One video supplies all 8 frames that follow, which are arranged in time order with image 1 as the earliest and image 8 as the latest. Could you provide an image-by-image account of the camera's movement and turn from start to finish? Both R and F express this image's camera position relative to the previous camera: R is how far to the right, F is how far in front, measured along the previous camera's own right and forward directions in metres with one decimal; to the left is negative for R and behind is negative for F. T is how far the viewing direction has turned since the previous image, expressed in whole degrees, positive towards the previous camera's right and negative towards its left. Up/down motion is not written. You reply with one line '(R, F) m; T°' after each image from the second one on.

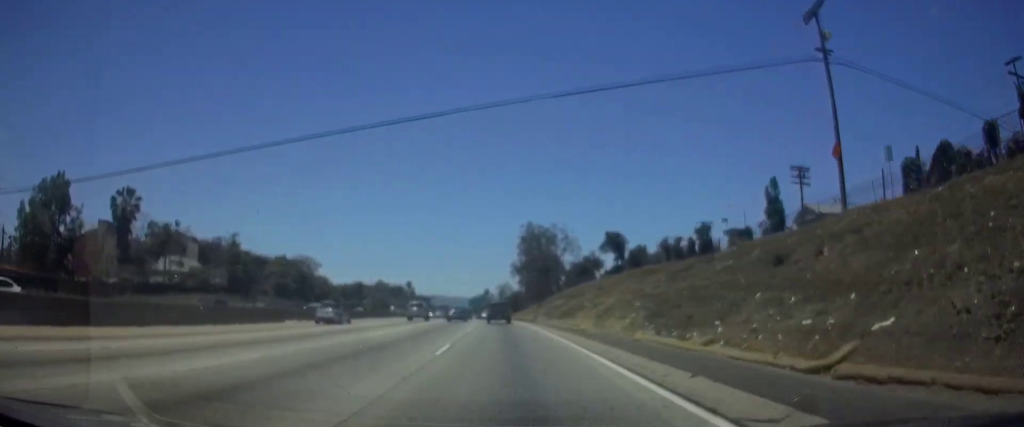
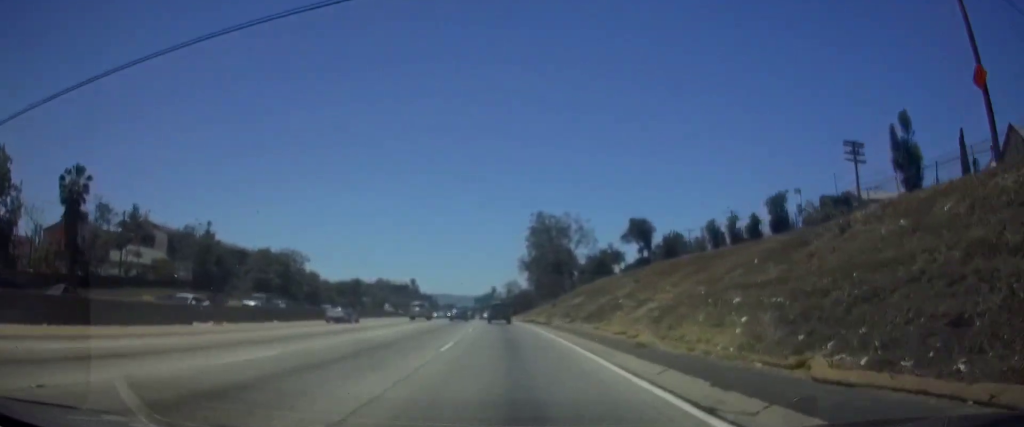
(-0.1, +13.3) m; -1°
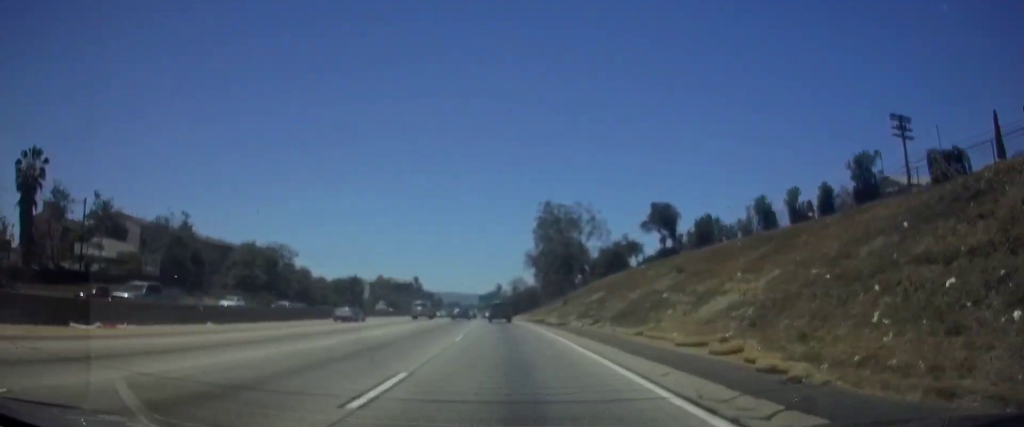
(0.0, +9.8) m; -1°
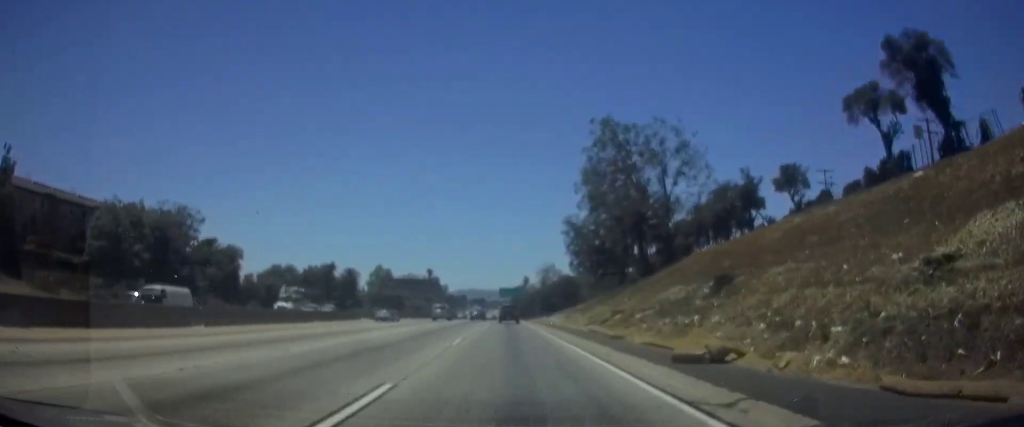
(-1.0, +45.3) m; -2°
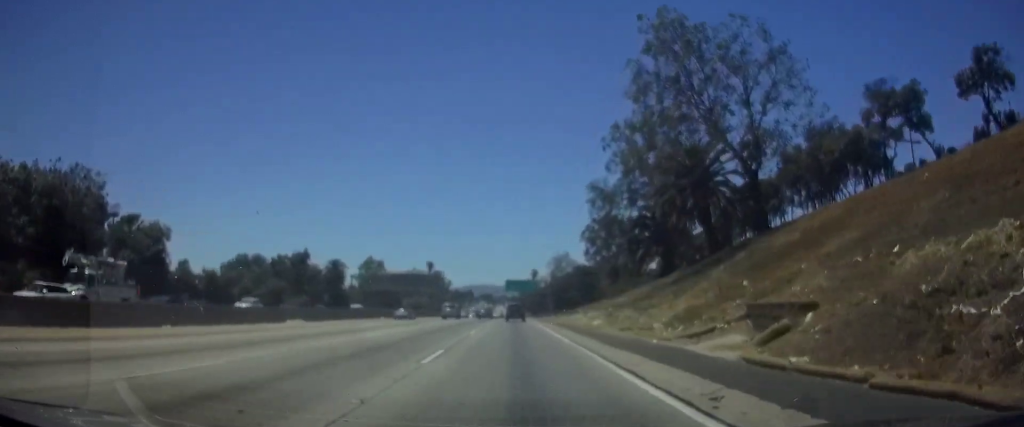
(-0.2, +22.2) m; -1°
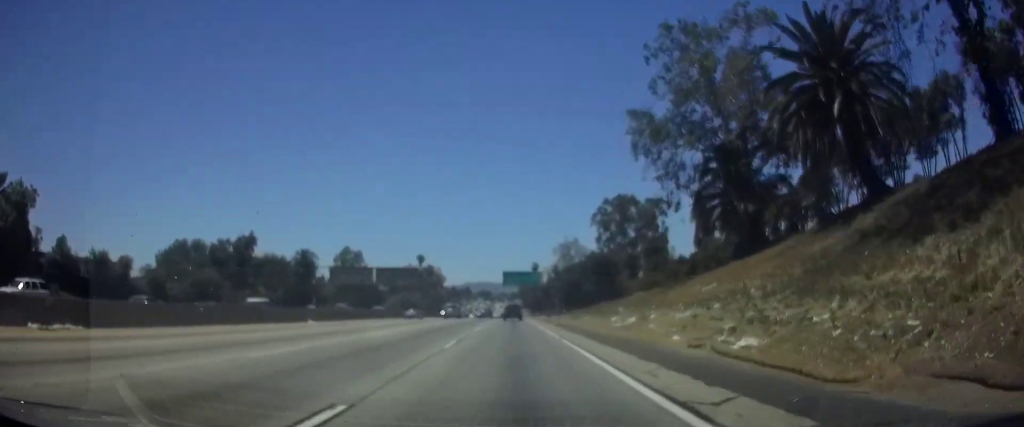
(0.0, +24.2) m; 0°
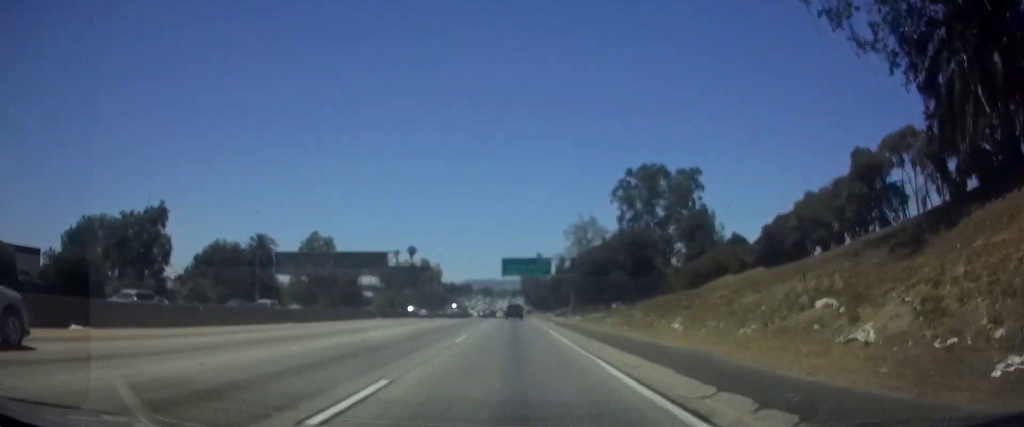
(0.0, +26.4) m; 0°
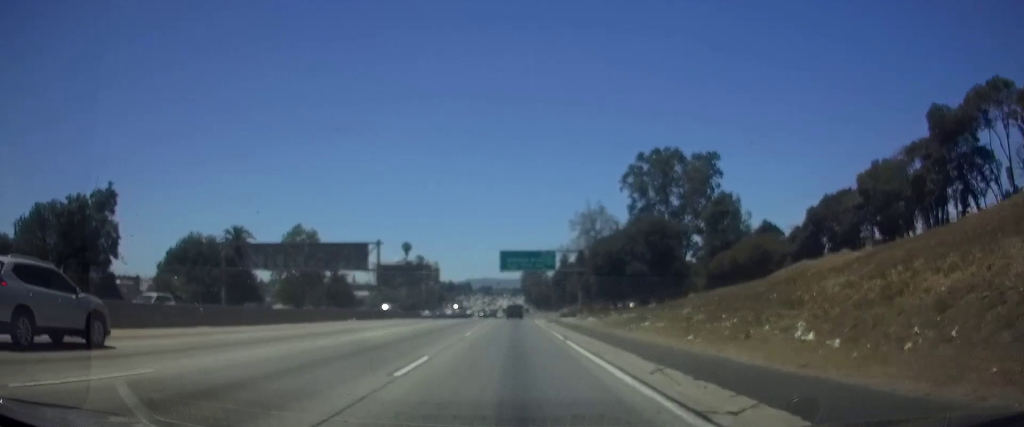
(-0.1, +10.5) m; 0°
